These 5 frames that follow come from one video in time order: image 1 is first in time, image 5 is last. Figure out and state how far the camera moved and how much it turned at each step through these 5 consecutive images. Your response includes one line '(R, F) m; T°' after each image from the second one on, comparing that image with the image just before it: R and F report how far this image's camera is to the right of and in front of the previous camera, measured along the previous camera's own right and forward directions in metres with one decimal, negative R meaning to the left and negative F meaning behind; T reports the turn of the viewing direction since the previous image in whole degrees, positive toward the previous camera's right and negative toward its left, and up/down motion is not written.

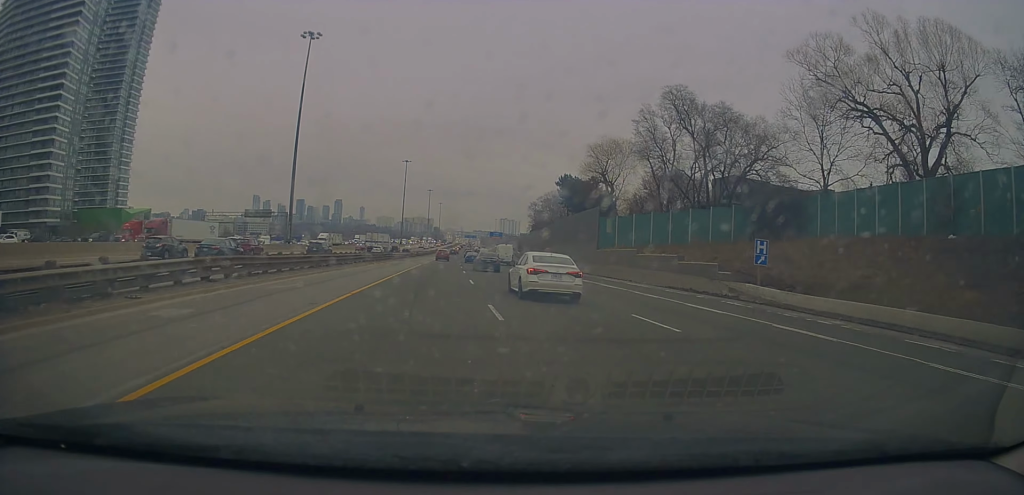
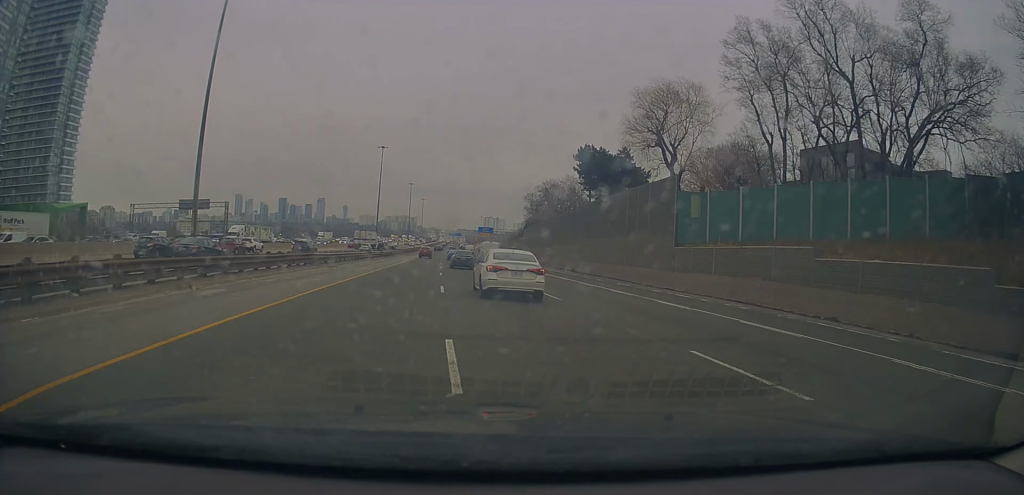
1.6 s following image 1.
(-0.4, +32.8) m; +1°
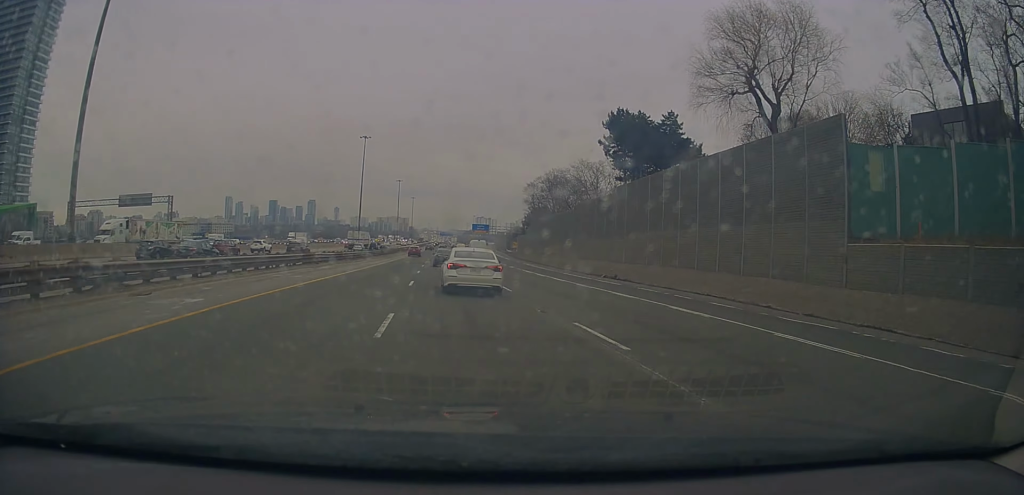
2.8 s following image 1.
(+0.2, +24.5) m; +1°
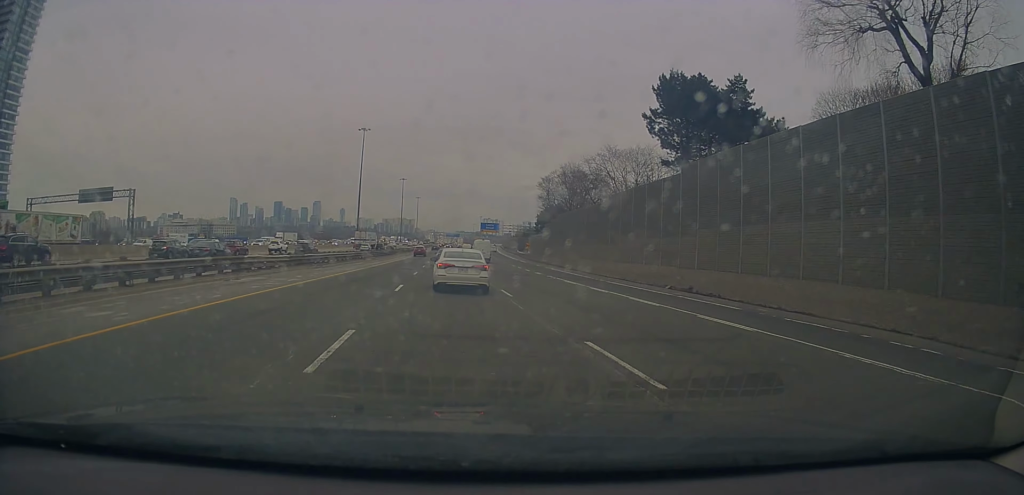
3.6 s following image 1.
(+0.1, +16.0) m; +1°
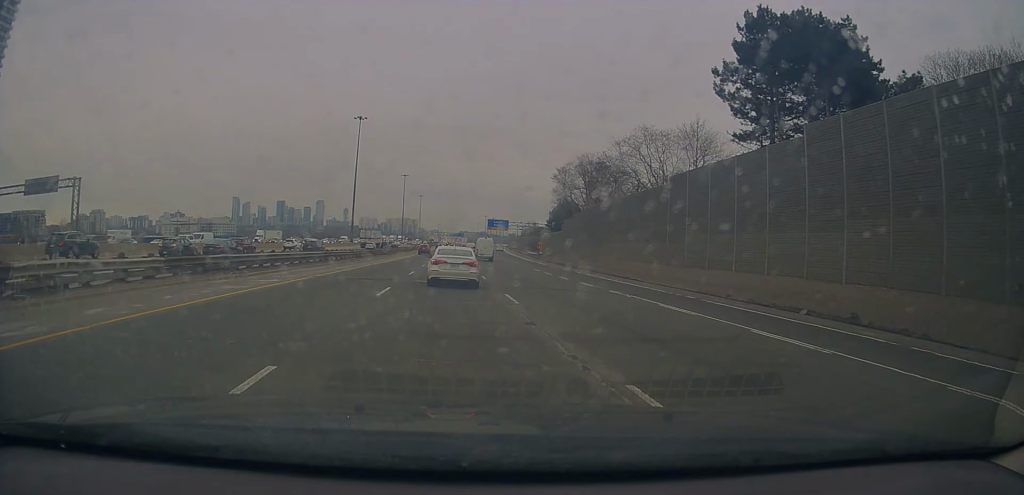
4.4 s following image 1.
(+0.3, +16.2) m; +1°
